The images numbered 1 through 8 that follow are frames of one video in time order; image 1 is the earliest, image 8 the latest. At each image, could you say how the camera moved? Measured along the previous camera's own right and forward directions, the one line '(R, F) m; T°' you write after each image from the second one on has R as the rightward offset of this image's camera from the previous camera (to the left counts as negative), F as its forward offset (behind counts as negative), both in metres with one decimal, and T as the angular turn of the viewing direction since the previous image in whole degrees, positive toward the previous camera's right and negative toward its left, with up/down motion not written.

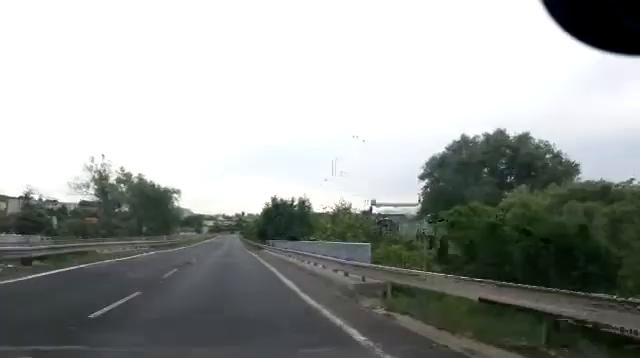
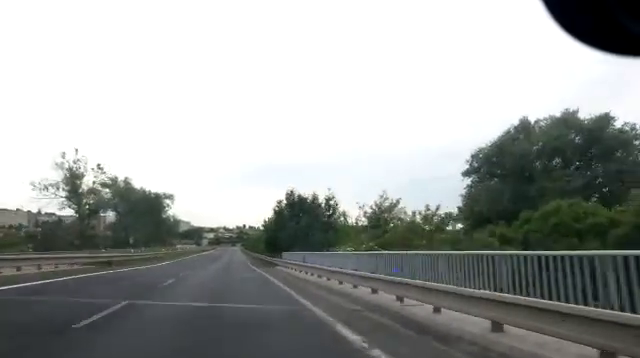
(+0.1, +17.3) m; 0°
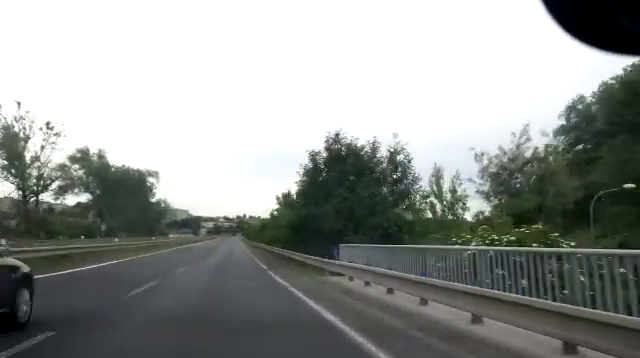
(0.0, +21.4) m; 0°
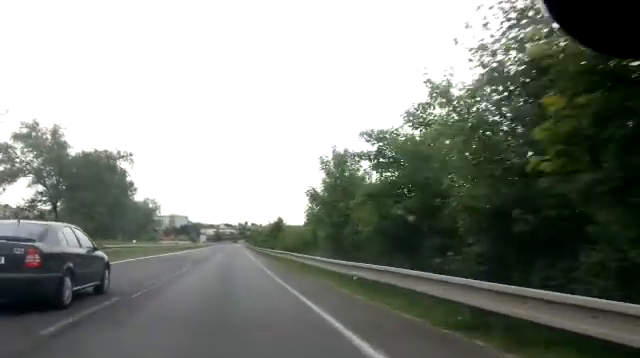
(-0.2, +24.6) m; 0°
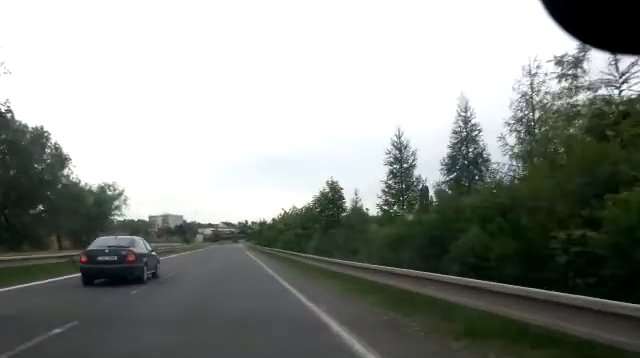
(+0.5, +38.4) m; +1°
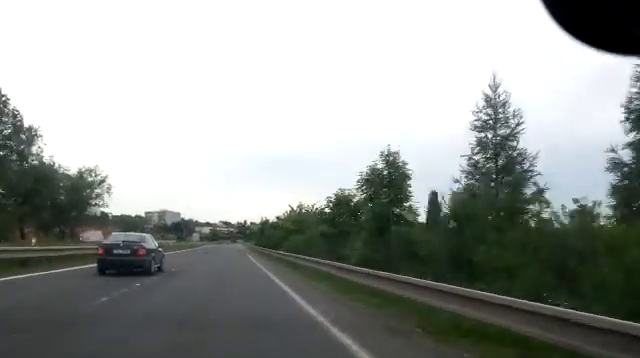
(0.0, +11.4) m; 0°
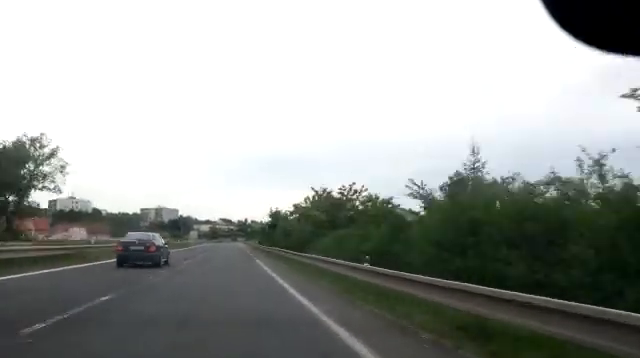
(0.0, +21.3) m; -1°
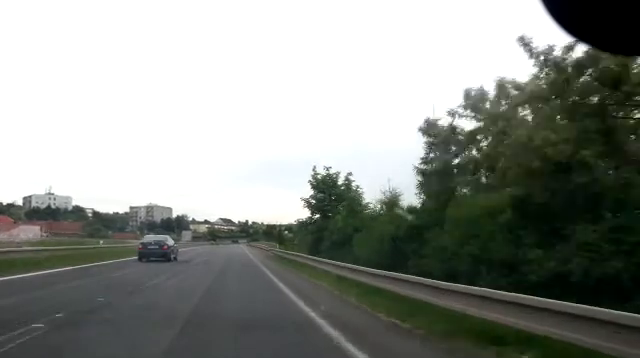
(-0.1, +38.6) m; 0°
